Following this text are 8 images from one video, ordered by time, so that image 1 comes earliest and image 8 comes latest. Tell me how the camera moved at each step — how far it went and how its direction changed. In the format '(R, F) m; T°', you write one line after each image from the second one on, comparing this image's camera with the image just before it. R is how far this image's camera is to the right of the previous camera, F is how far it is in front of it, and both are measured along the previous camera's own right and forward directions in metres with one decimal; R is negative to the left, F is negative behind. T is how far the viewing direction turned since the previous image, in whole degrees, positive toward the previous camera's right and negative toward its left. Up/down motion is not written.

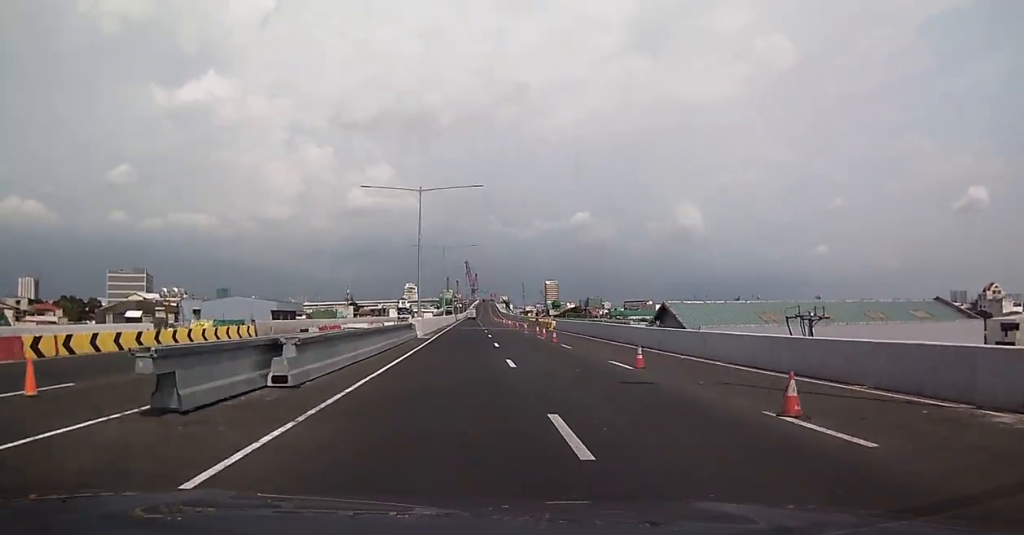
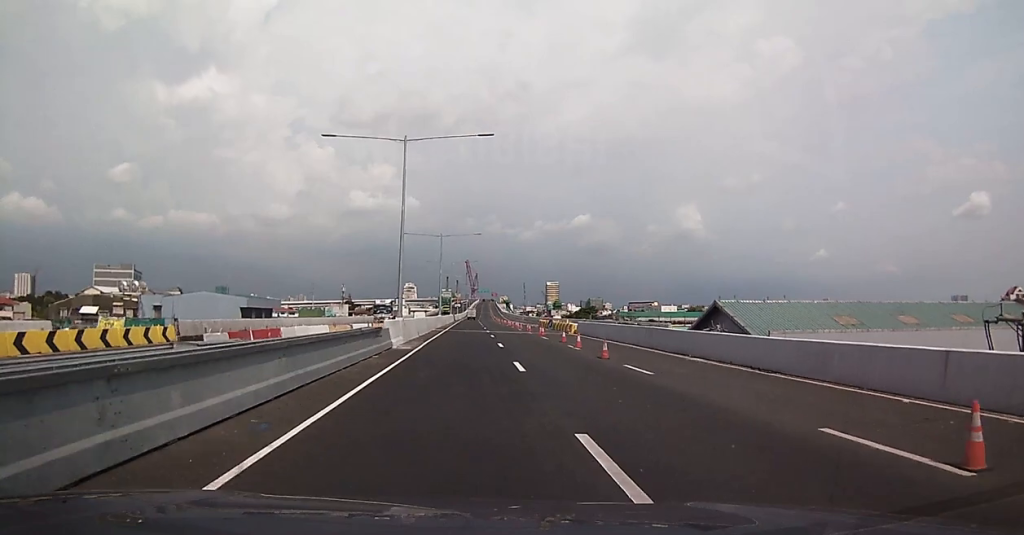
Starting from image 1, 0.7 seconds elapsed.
(-0.4, +14.5) m; -1°
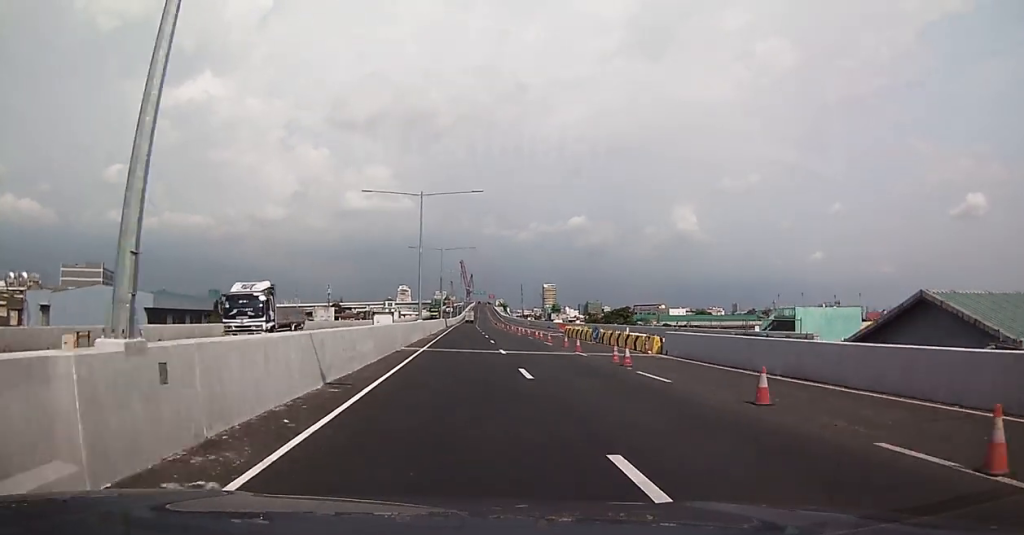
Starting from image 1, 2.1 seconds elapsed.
(0.0, +26.9) m; +1°
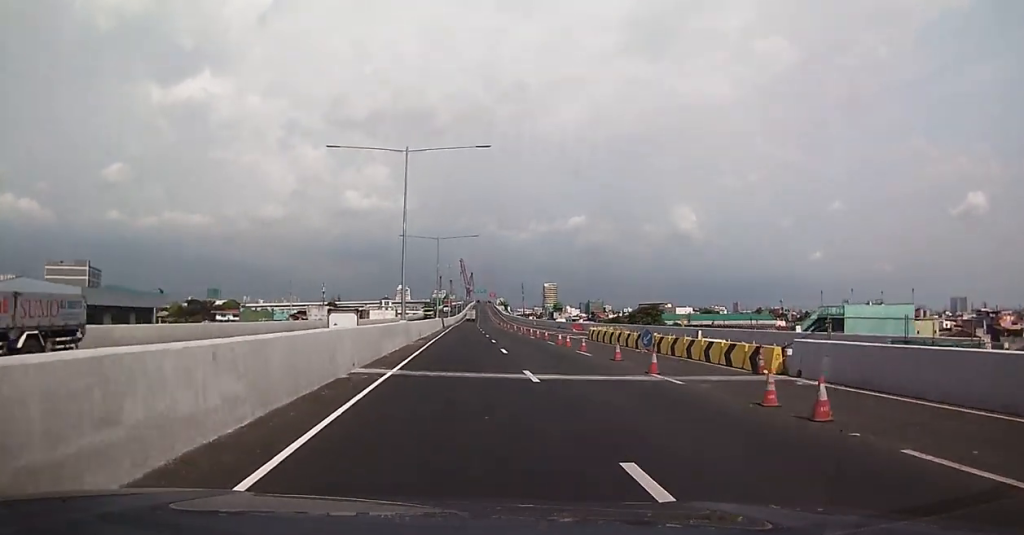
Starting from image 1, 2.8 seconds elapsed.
(+0.4, +13.1) m; 0°
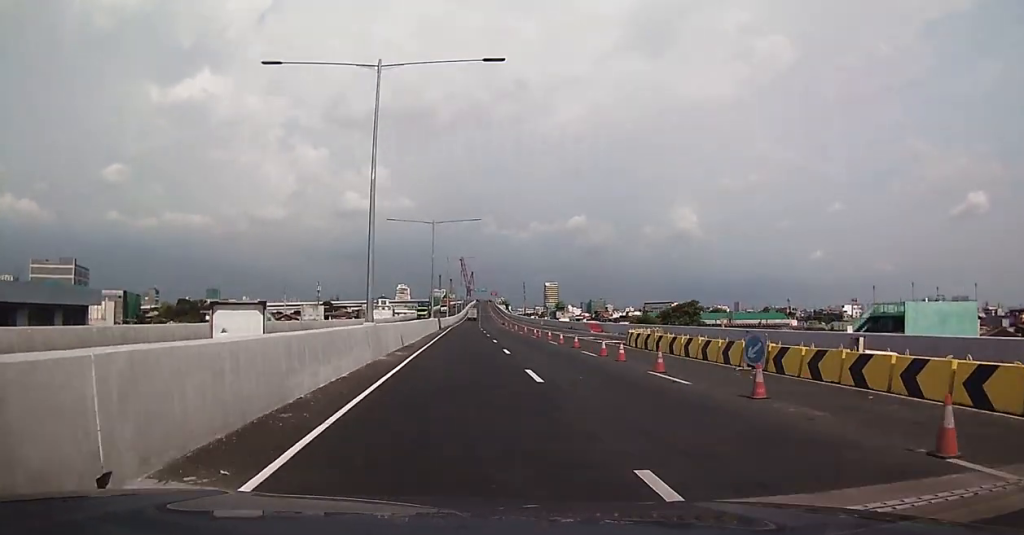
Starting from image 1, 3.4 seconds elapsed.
(-0.2, +12.5) m; 0°
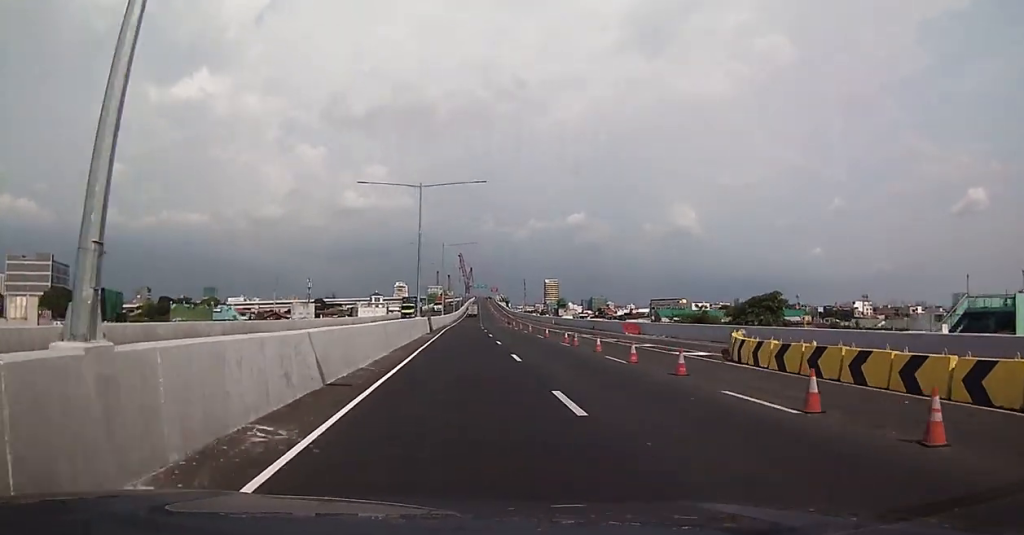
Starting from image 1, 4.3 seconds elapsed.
(-0.1, +17.2) m; 0°
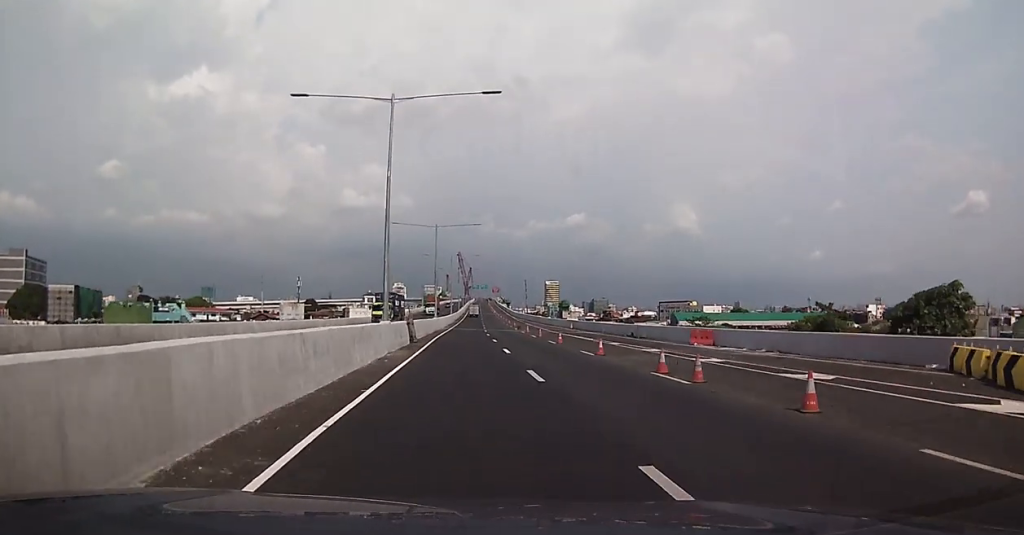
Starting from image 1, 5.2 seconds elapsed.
(+0.2, +18.4) m; 0°
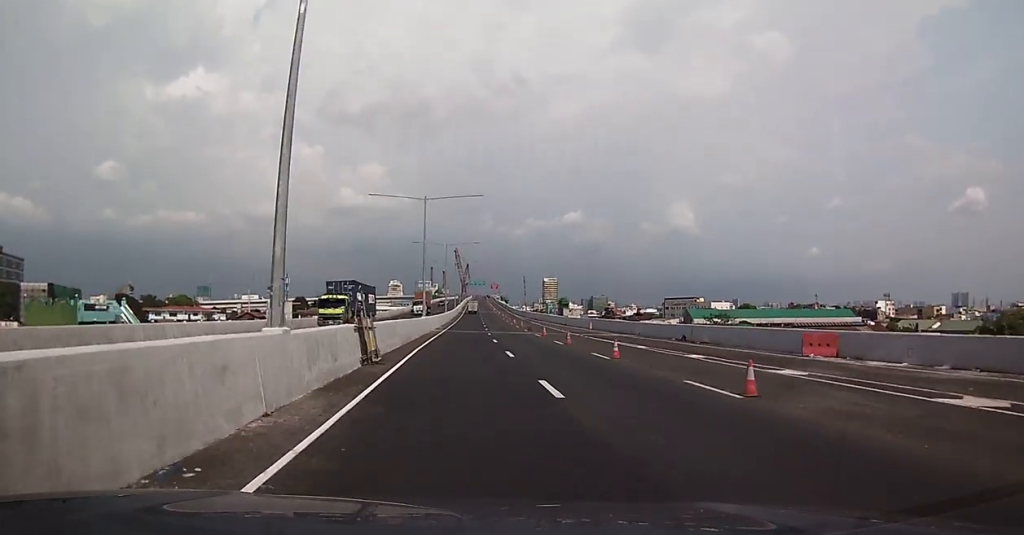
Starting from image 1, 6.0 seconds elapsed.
(-0.3, +15.1) m; -1°
